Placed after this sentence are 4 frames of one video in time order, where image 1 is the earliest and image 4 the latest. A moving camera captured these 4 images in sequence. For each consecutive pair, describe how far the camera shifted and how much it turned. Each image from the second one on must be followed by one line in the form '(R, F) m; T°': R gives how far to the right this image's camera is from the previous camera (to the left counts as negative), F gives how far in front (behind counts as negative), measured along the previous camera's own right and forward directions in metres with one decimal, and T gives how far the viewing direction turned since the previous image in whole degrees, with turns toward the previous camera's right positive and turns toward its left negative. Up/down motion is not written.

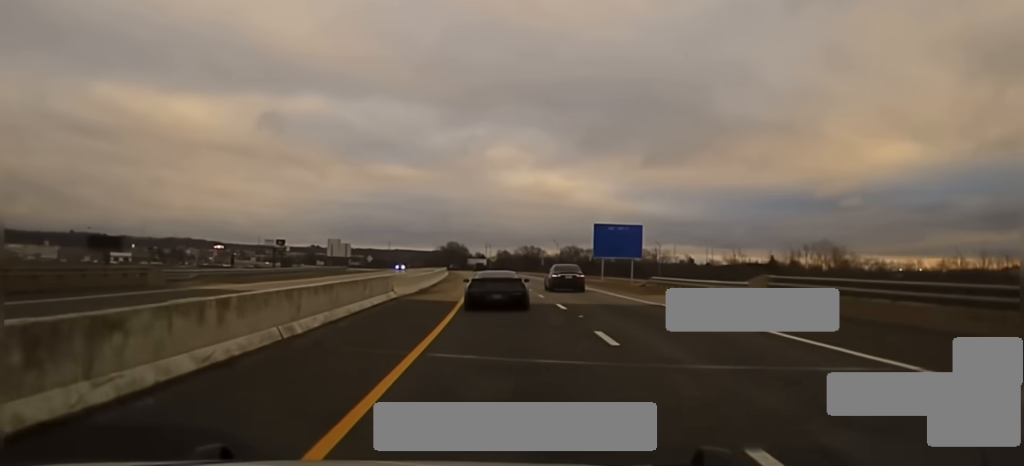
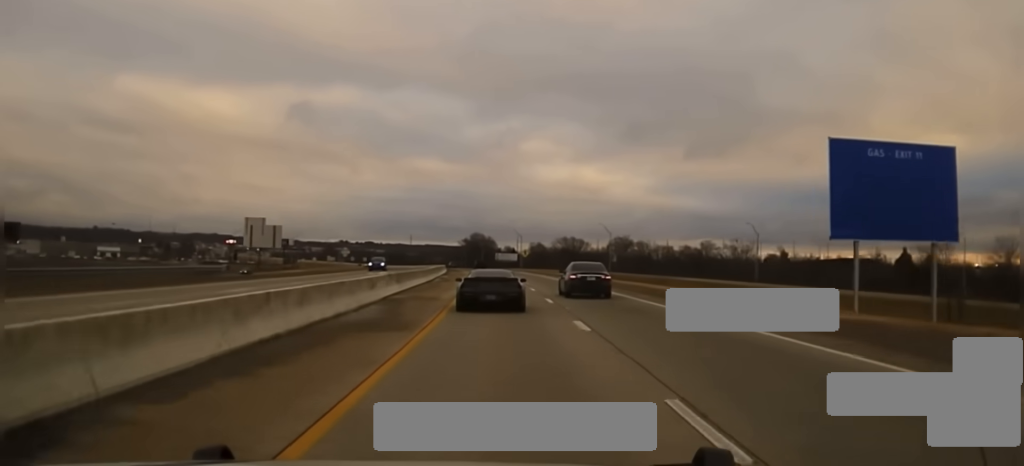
(-1.2, +65.4) m; -2°
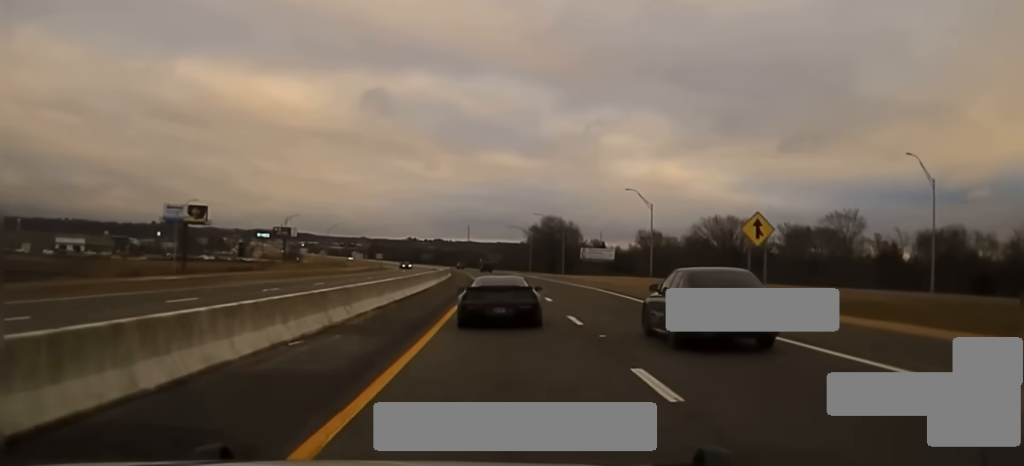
(-6.1, +130.3) m; -5°
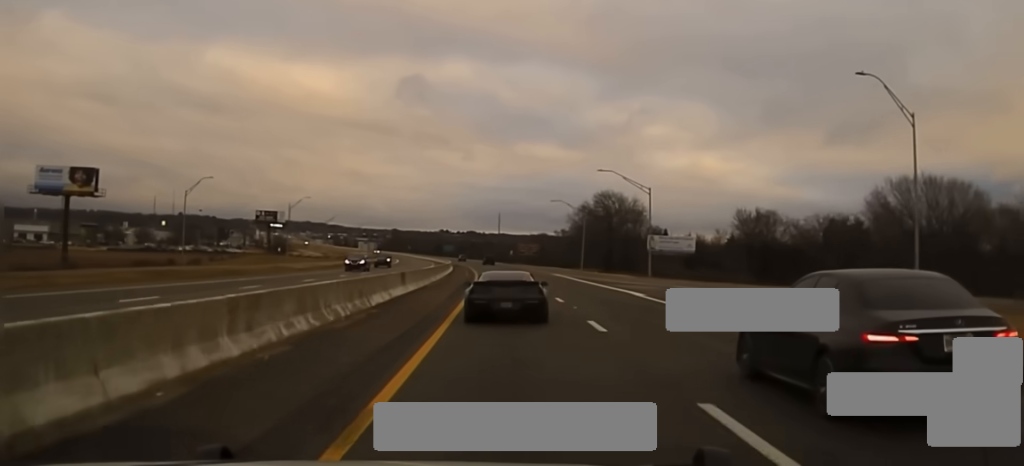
(-0.2, +66.0) m; -1°
